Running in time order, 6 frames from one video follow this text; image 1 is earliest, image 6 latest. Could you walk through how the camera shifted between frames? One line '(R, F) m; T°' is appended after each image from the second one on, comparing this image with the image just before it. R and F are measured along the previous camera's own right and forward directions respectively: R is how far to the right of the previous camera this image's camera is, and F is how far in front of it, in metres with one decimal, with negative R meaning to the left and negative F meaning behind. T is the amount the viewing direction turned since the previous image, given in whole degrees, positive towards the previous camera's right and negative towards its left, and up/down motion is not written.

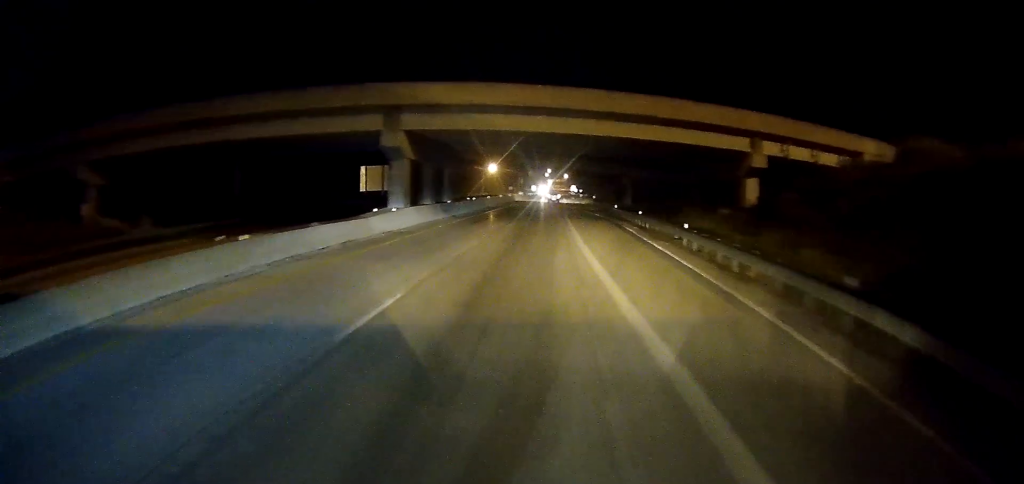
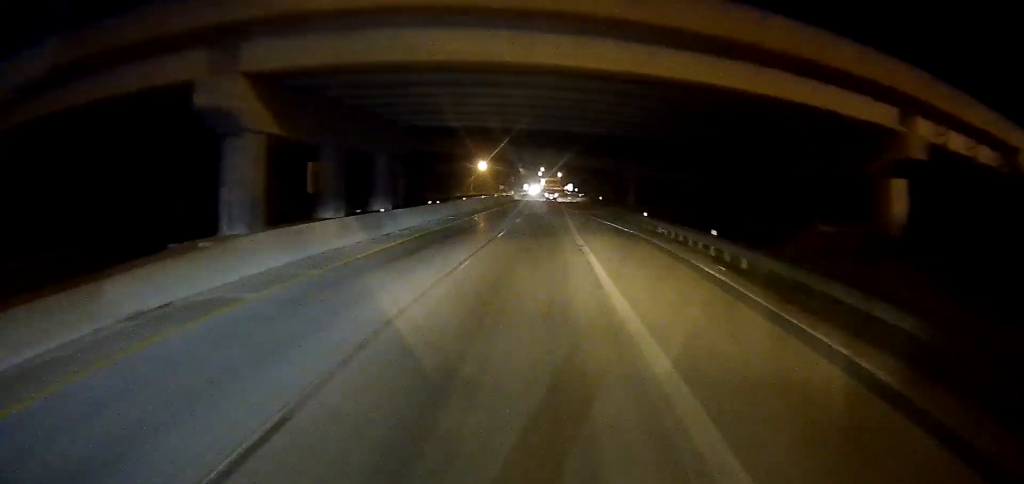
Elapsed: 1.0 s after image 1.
(+0.3, +19.3) m; +2°
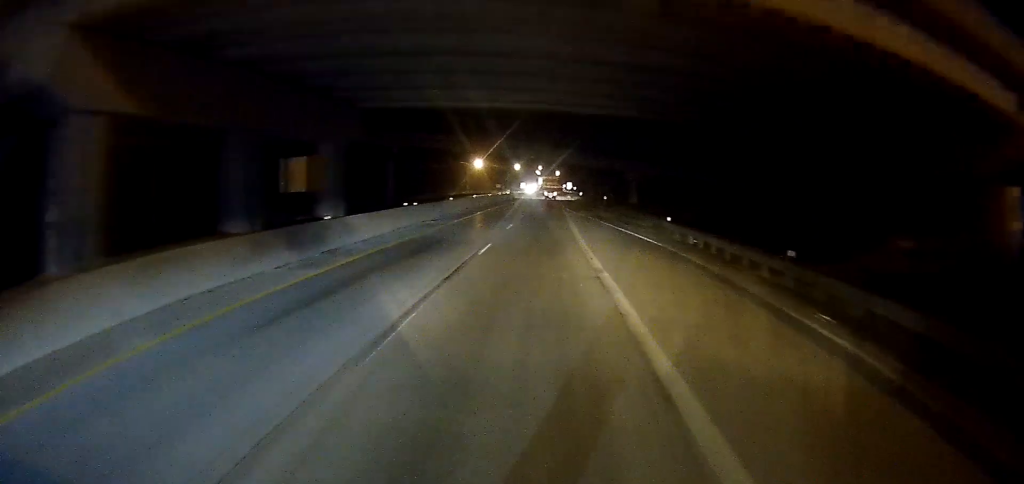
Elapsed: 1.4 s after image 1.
(+0.1, +7.7) m; 0°
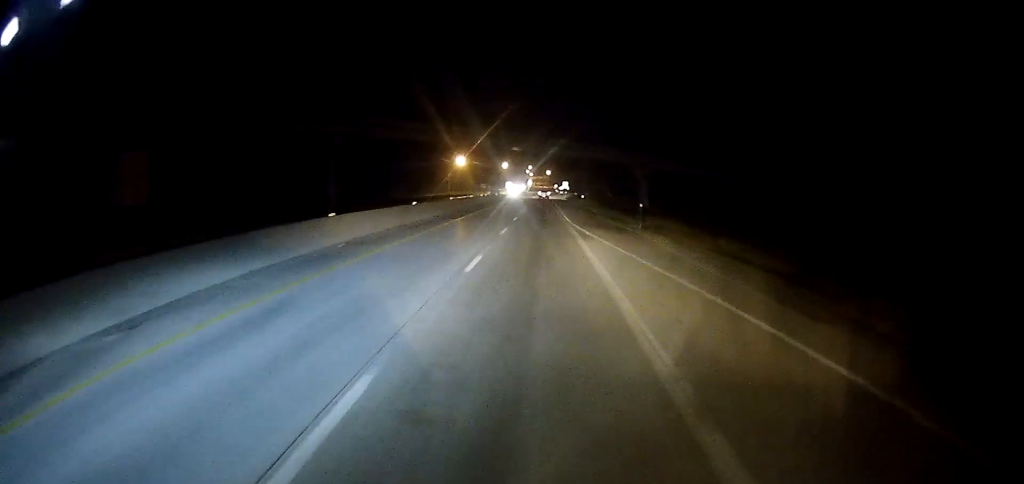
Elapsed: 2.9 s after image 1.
(+0.3, +28.5) m; +1°
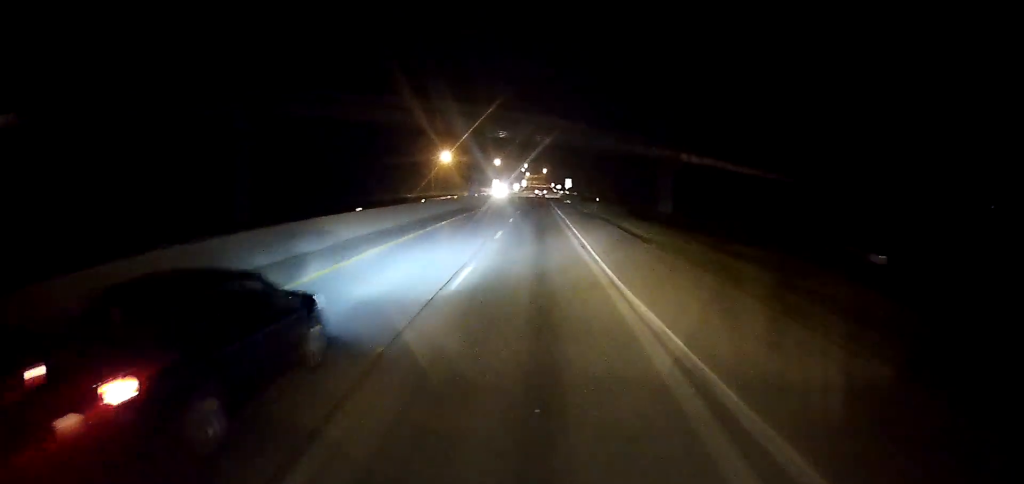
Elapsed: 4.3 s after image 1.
(0.0, +27.6) m; 0°
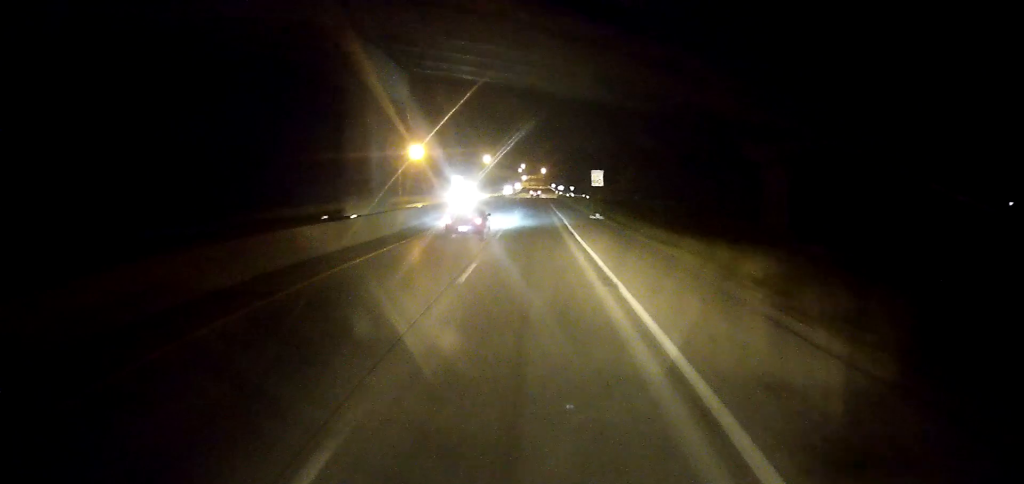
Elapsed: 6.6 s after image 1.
(+0.1, +48.8) m; 0°
